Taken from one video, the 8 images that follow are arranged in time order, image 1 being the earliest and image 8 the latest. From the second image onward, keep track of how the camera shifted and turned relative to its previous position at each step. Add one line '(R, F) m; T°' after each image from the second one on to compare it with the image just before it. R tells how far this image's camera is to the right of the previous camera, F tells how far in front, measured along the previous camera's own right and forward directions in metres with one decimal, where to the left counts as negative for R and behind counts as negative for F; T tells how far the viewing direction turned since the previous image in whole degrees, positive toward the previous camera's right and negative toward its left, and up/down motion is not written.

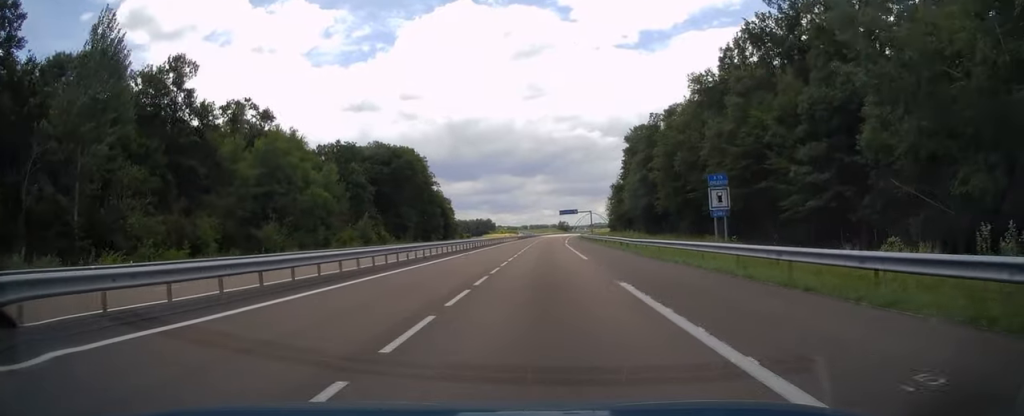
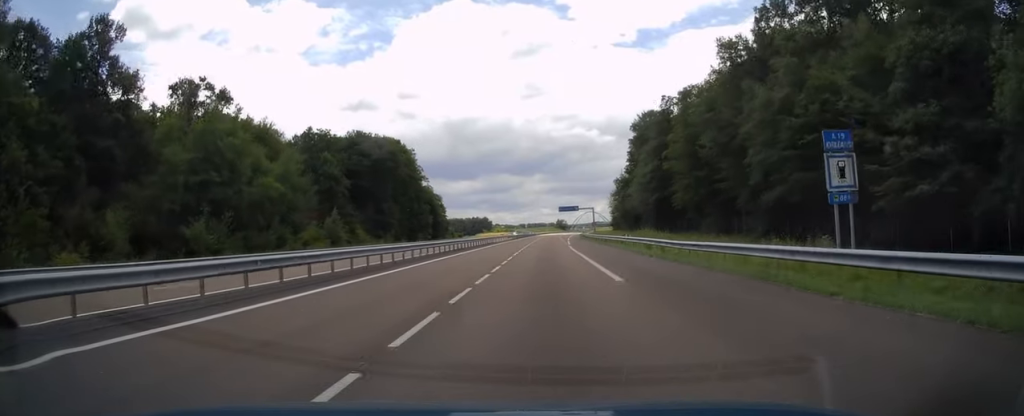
(0.0, +12.8) m; 0°
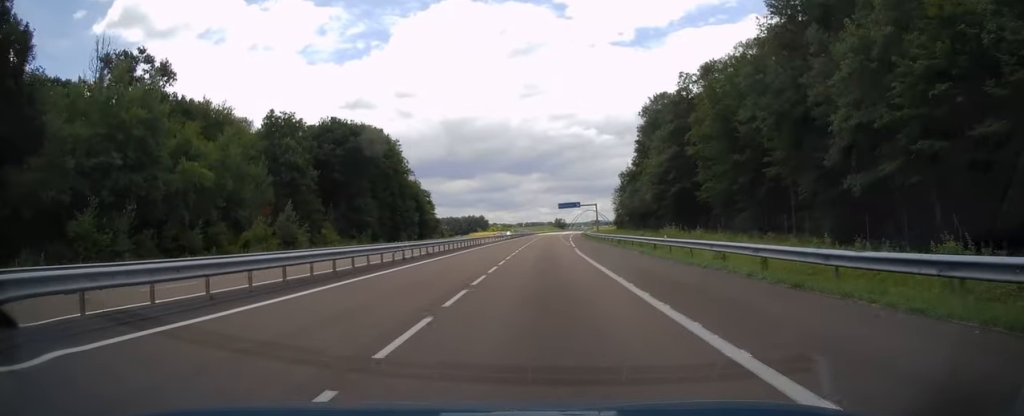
(0.0, +13.8) m; 0°
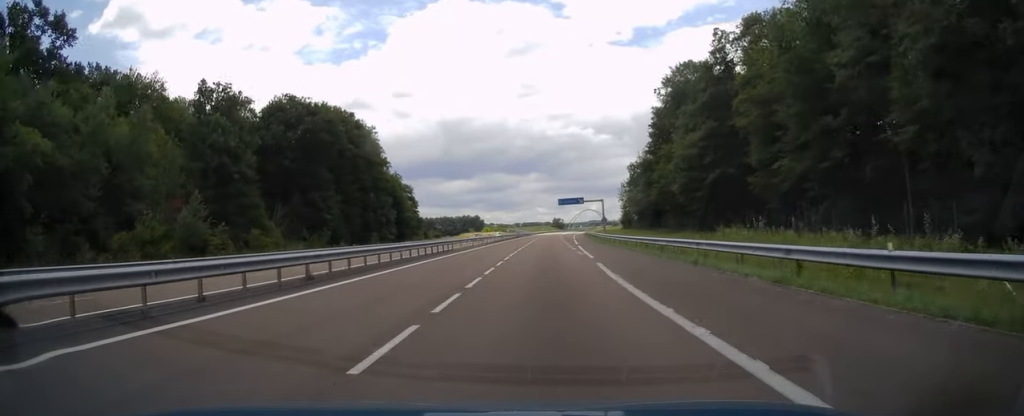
(0.0, +18.2) m; 0°
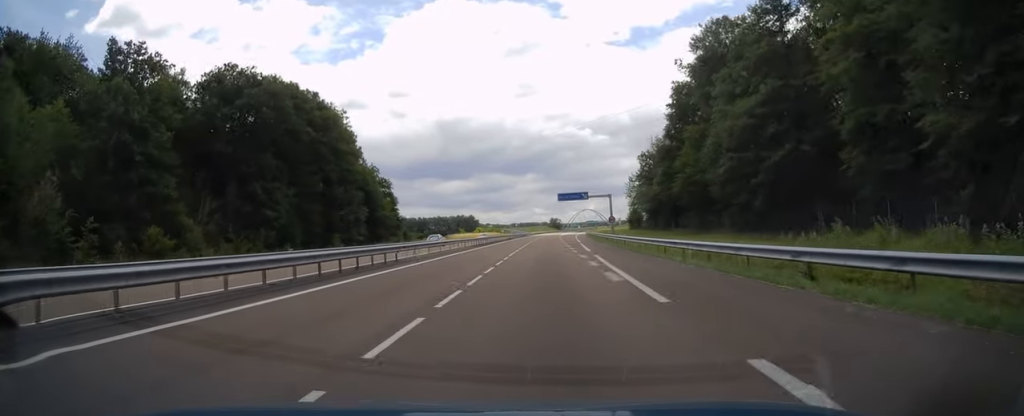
(0.0, +16.7) m; 0°
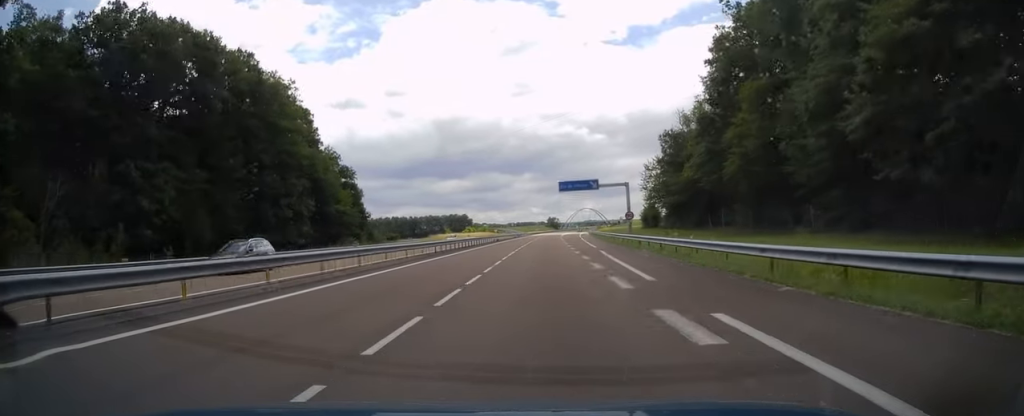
(0.0, +21.6) m; 0°
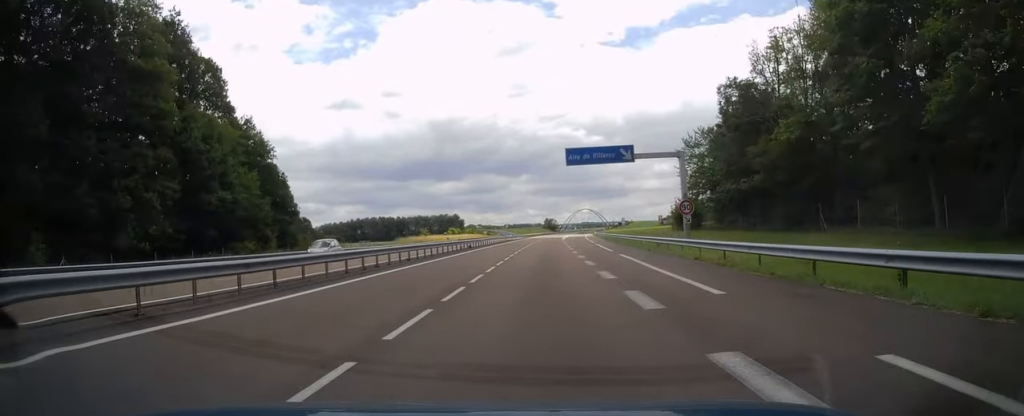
(+0.1, +29.5) m; 0°
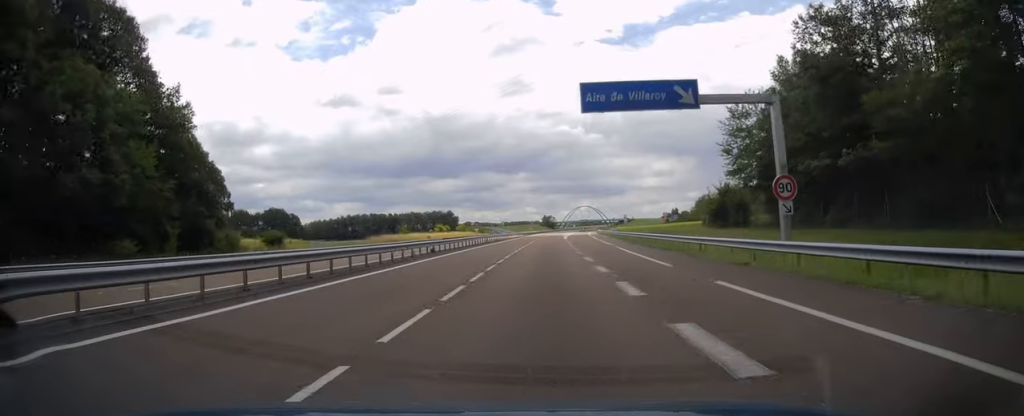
(0.0, +17.7) m; 0°
